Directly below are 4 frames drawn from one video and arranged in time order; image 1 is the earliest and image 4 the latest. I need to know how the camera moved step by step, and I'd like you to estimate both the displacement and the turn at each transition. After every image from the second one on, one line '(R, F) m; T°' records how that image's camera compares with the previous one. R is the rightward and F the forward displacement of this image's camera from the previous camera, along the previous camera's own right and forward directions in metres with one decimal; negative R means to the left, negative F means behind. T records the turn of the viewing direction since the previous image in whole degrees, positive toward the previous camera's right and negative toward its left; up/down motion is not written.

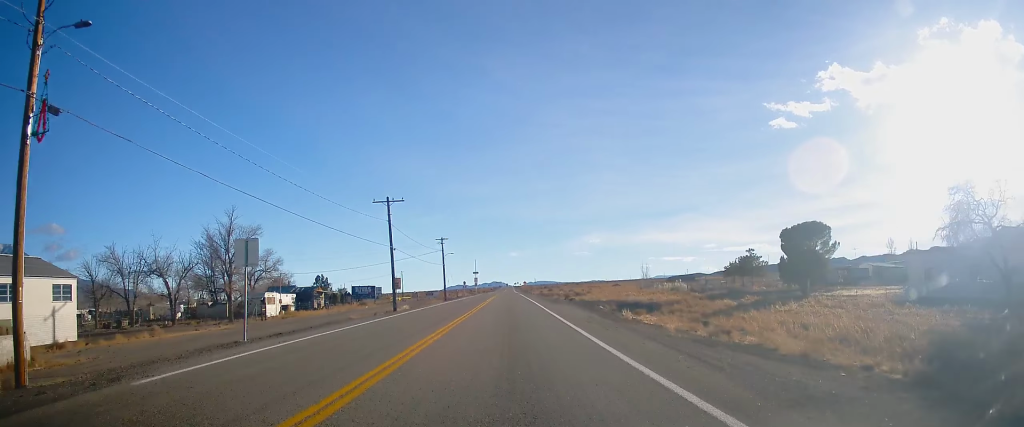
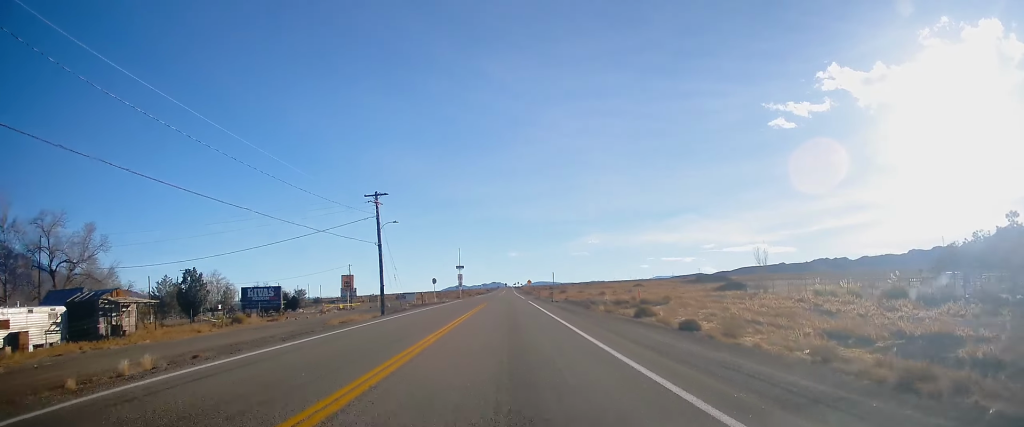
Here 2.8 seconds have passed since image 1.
(-0.1, +48.8) m; 0°
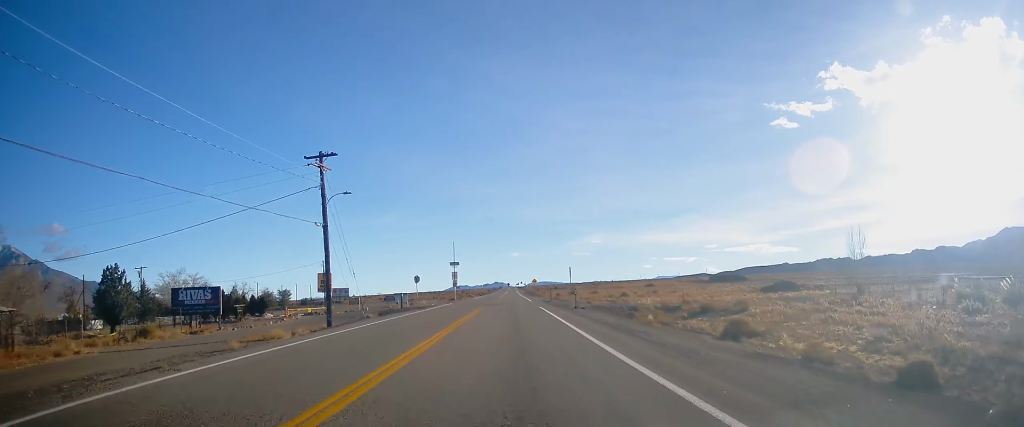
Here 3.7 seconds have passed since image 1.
(-0.1, +16.1) m; -1°
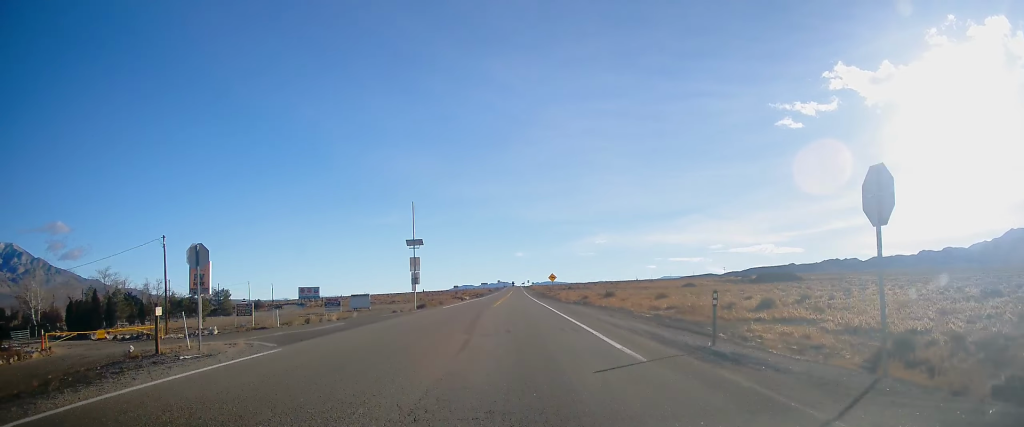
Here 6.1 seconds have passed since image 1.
(0.0, +43.5) m; 0°
